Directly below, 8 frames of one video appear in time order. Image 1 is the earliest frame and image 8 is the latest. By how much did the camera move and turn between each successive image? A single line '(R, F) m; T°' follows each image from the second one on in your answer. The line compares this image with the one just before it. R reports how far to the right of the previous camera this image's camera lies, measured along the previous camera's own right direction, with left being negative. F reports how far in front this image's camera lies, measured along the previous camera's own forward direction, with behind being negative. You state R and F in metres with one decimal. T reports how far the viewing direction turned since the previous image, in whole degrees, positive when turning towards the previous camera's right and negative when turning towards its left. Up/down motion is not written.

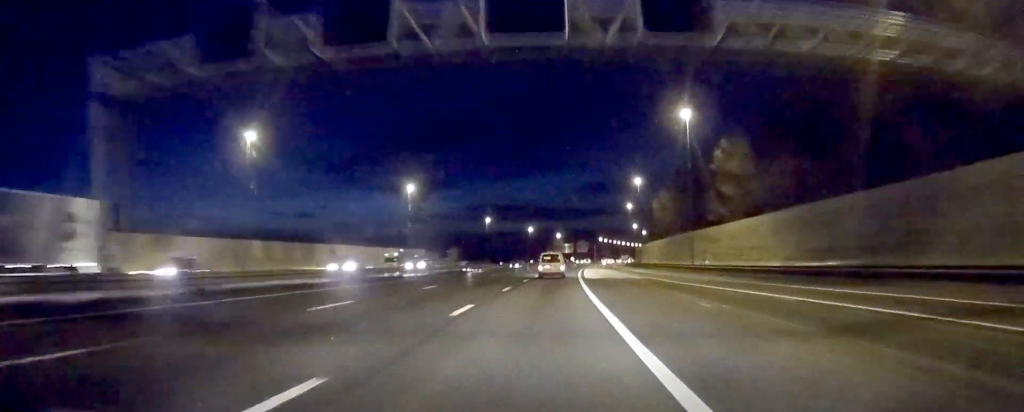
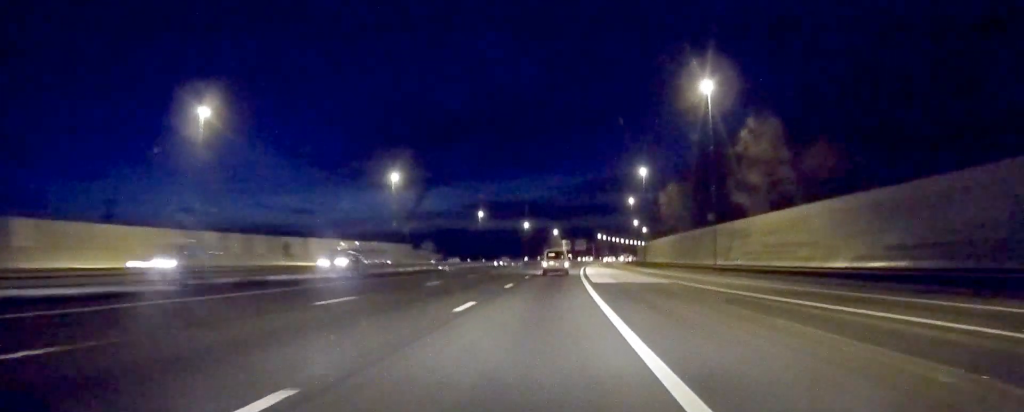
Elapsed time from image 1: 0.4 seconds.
(0.0, +12.7) m; 0°
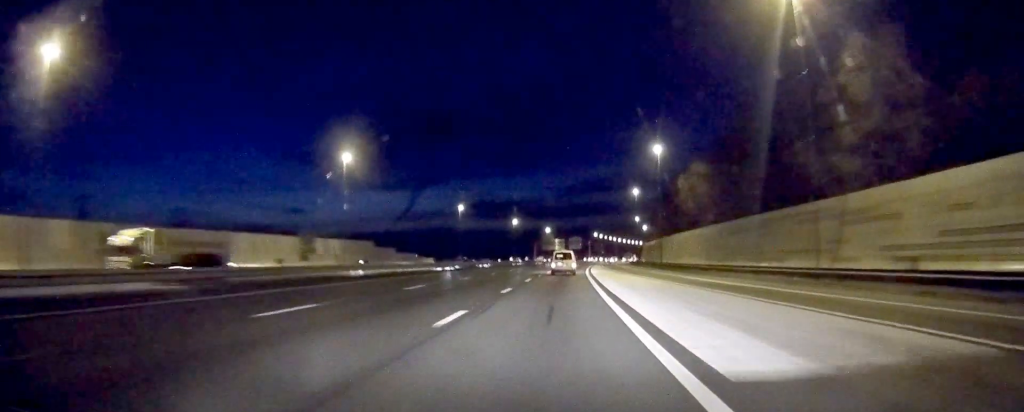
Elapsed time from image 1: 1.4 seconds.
(-0.1, +28.2) m; 0°
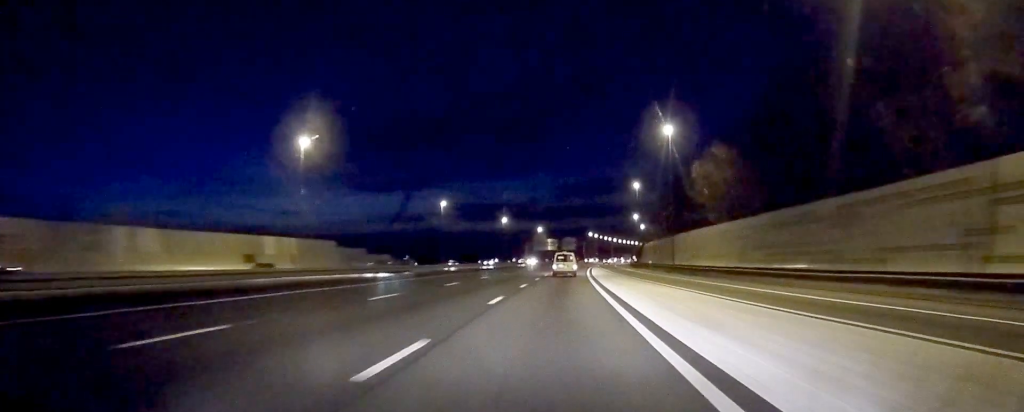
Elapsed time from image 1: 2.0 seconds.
(+0.1, +16.5) m; +1°
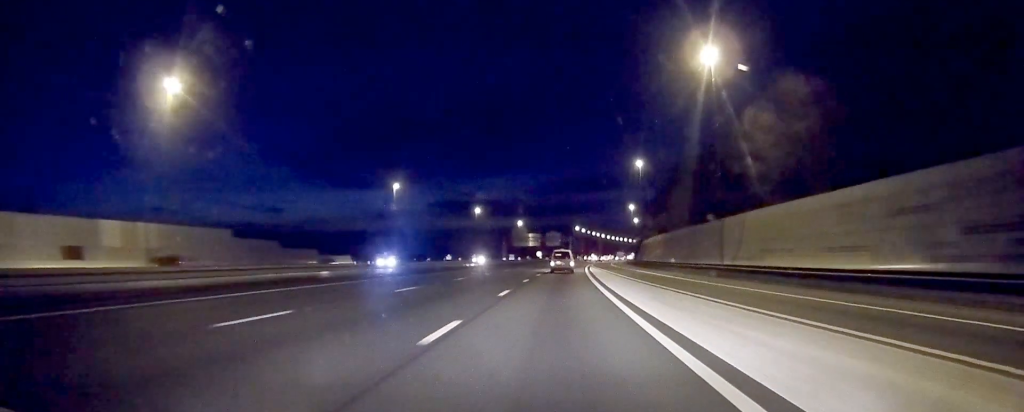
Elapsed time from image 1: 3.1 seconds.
(+0.4, +33.2) m; +1°
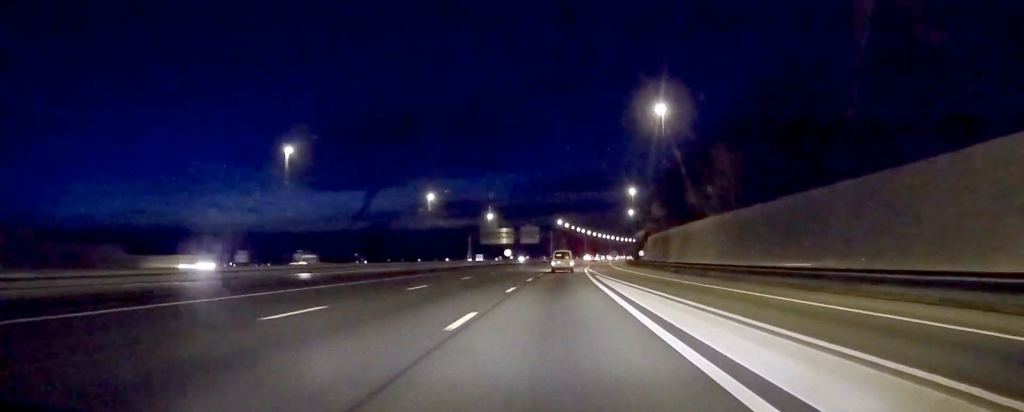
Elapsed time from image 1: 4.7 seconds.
(+0.8, +46.1) m; +2°
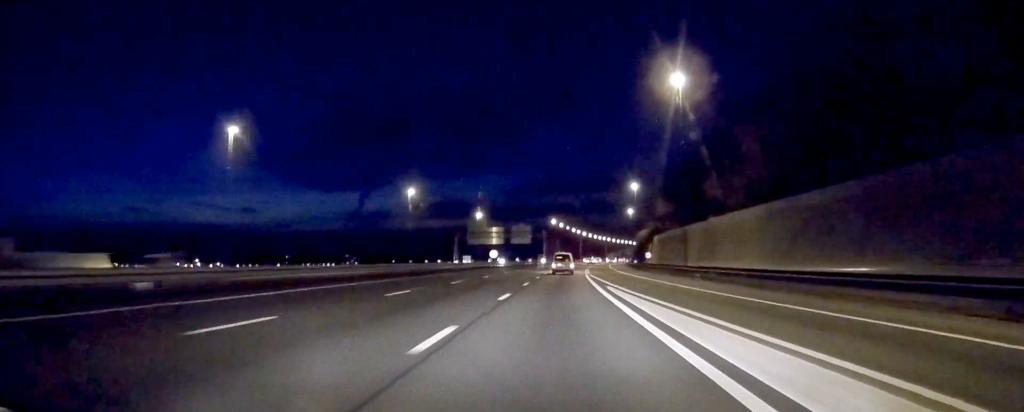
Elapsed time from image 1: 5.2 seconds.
(0.0, +14.7) m; +1°
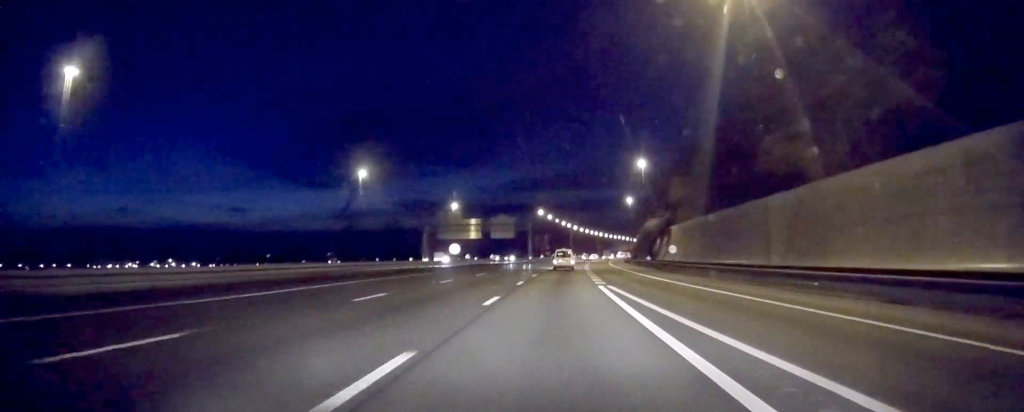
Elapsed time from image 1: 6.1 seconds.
(+0.3, +27.3) m; +1°
